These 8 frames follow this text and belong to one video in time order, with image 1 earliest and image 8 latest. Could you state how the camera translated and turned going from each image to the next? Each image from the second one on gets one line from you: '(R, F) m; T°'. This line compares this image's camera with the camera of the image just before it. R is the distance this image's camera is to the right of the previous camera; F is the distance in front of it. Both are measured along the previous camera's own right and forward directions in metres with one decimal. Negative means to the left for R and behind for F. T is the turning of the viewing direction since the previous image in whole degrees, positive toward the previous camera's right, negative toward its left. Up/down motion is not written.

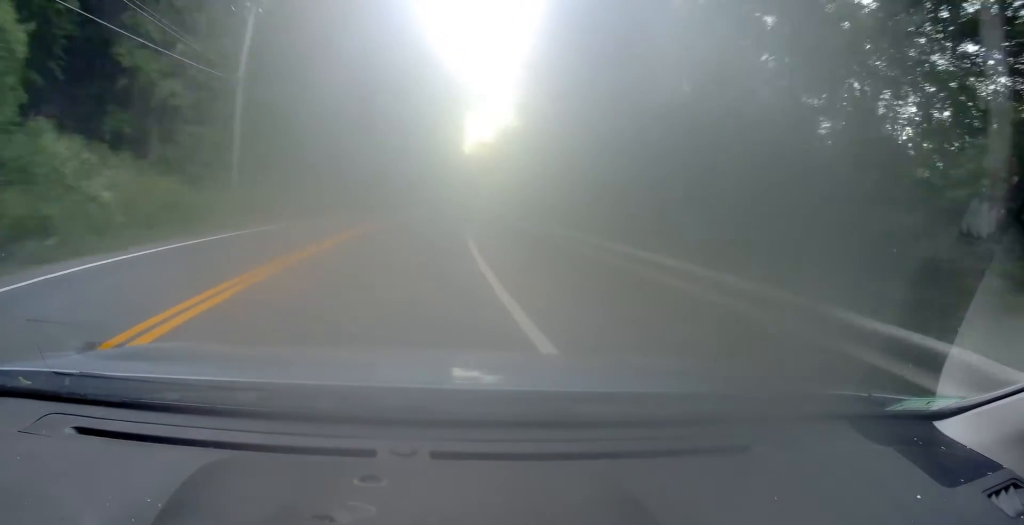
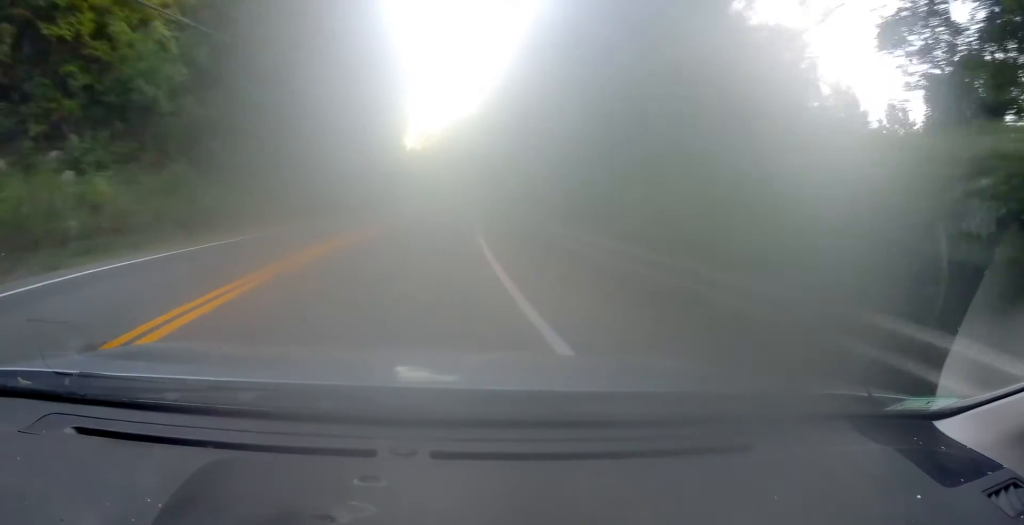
(+1.1, +26.2) m; +4°
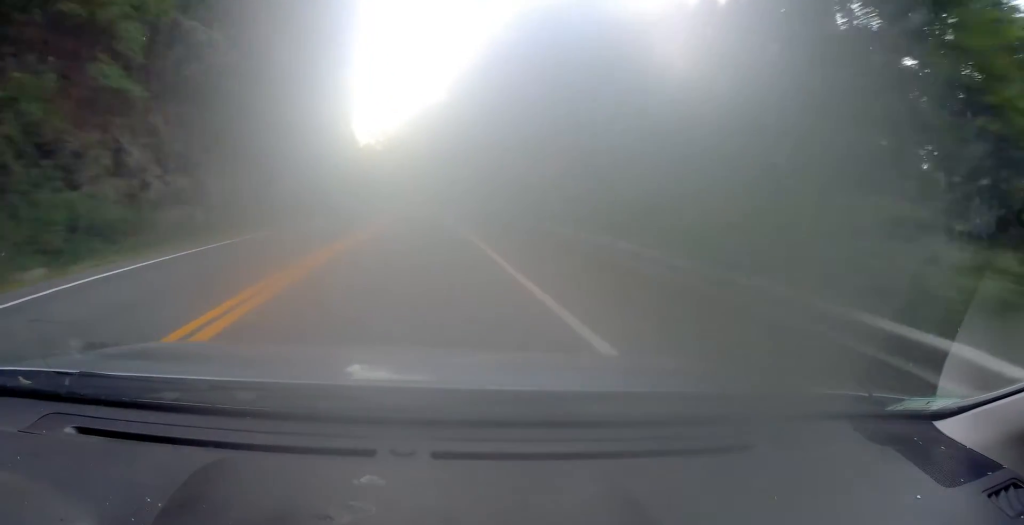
(+0.5, +23.4) m; +2°
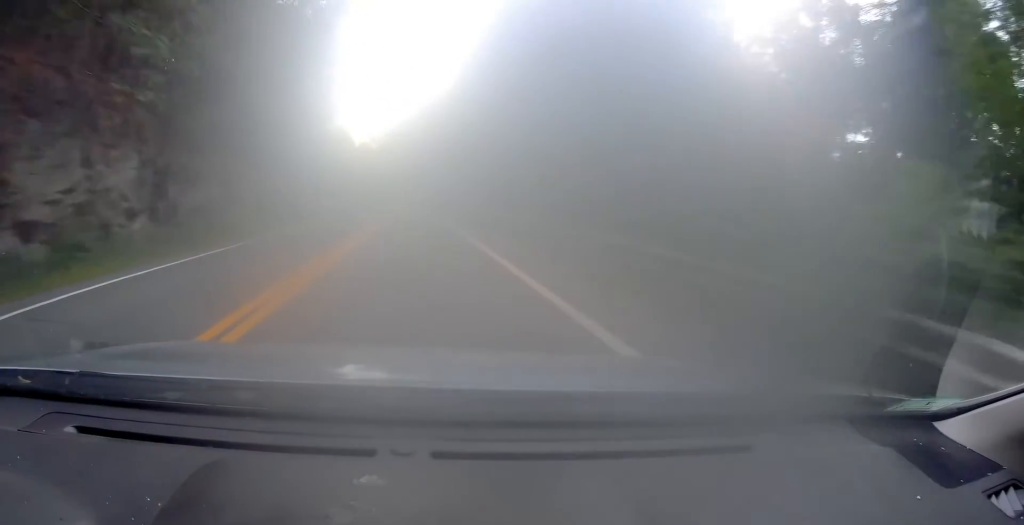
(+0.1, +11.7) m; 0°
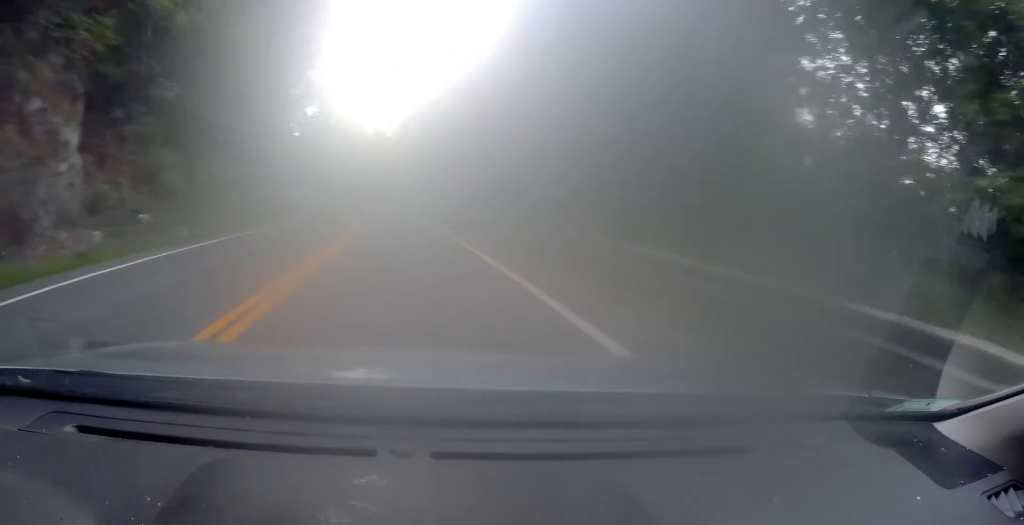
(0.0, +26.9) m; -2°
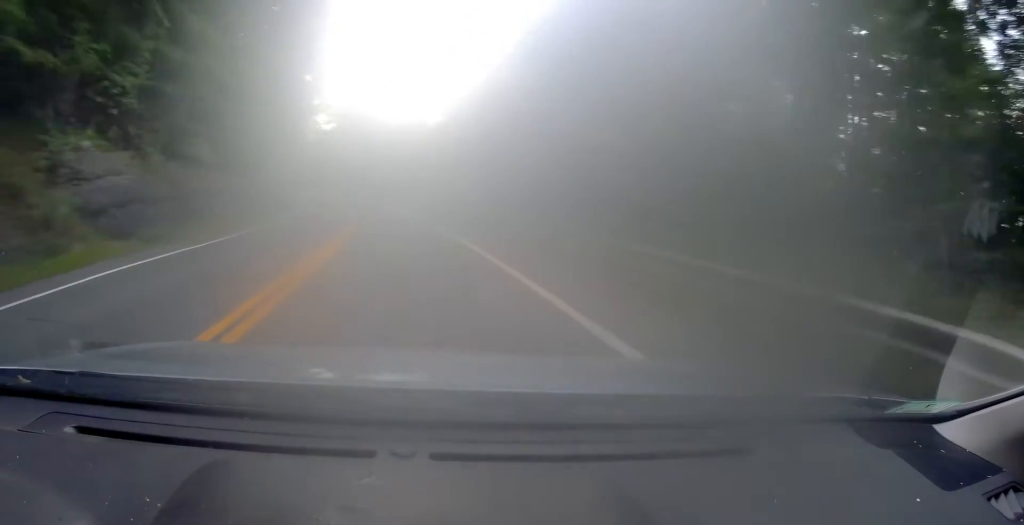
(-0.7, +23.0) m; -3°
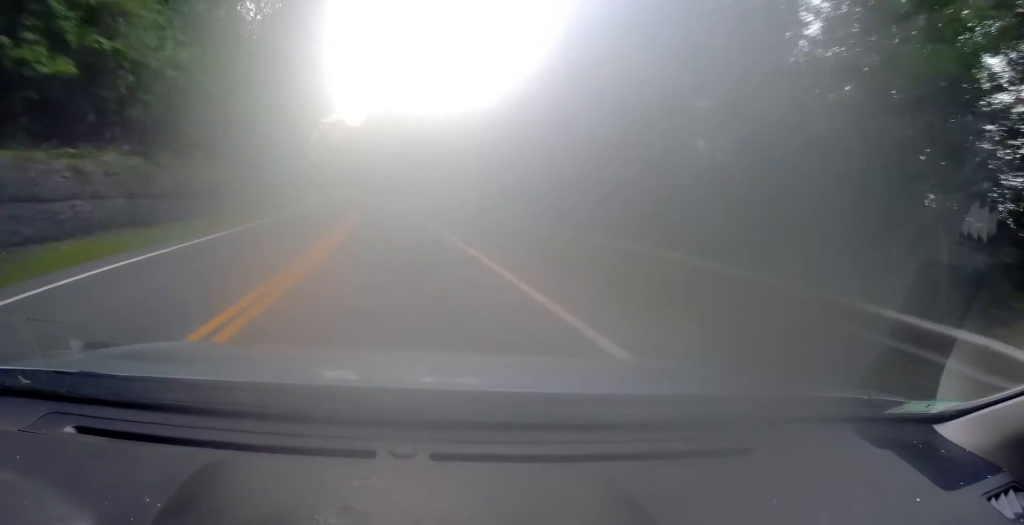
(-0.7, +22.4) m; -4°
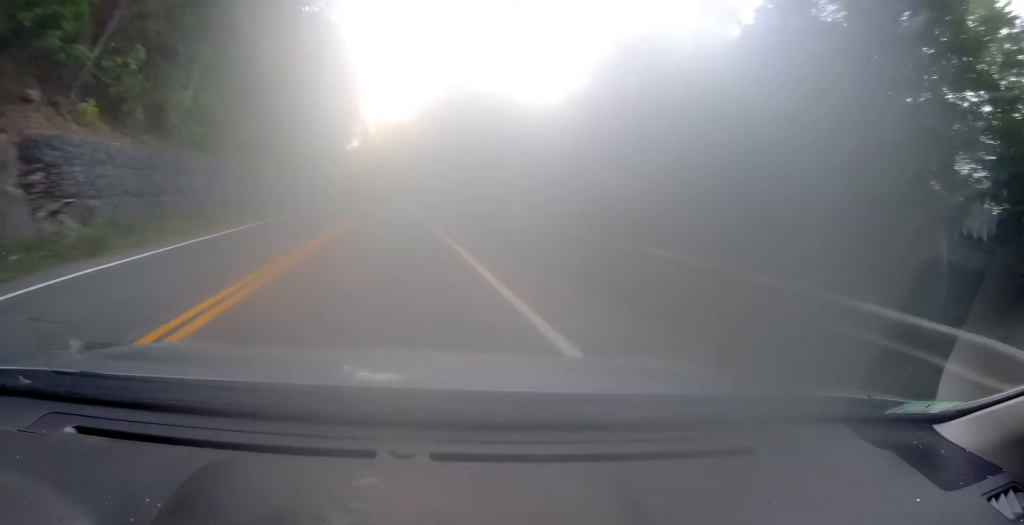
(-2.5, +41.6) m; -5°
